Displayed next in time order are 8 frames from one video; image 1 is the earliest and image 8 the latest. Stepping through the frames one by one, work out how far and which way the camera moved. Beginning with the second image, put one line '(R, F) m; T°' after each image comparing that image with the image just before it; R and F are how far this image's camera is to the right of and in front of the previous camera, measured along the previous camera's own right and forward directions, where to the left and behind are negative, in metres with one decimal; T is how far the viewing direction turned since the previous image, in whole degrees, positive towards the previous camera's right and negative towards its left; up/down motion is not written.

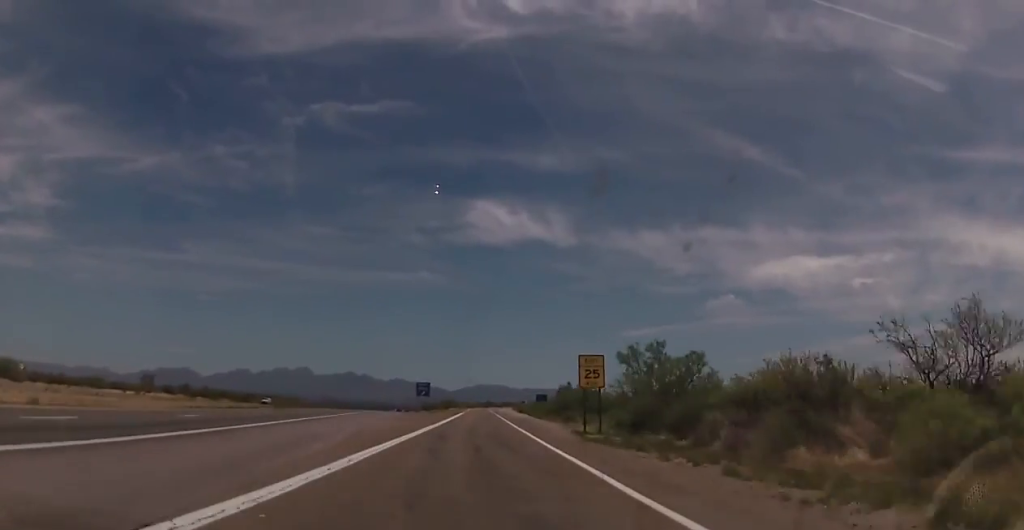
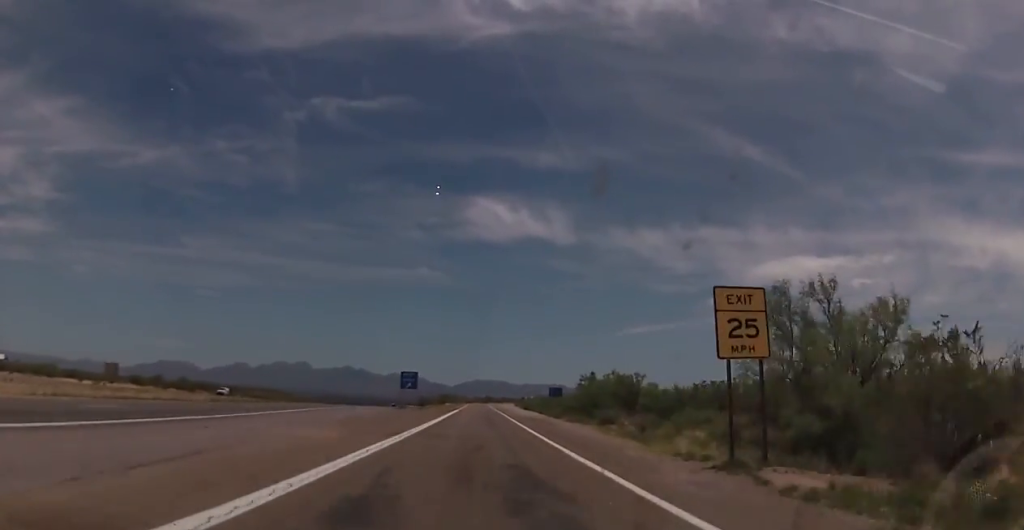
(-0.2, +18.6) m; 0°
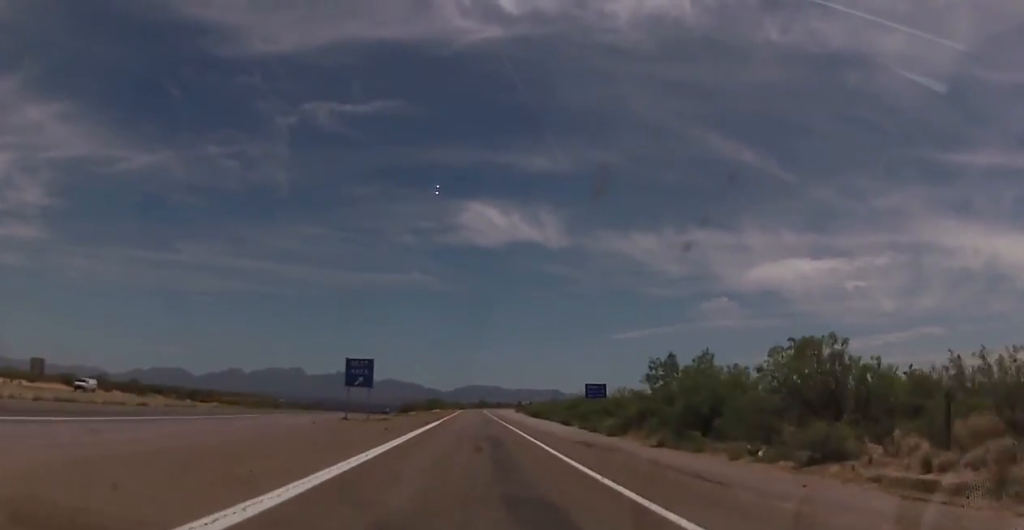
(+0.3, +29.9) m; 0°
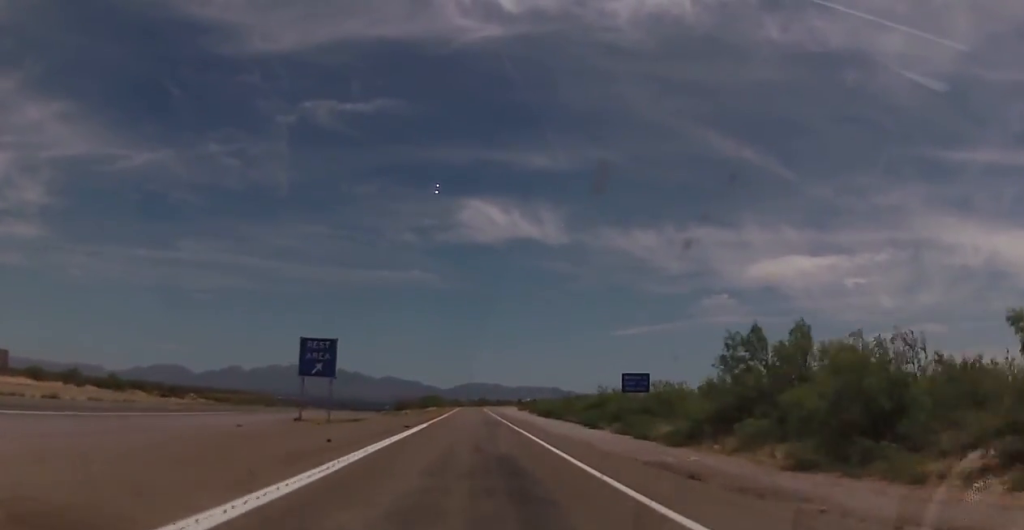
(-0.1, +12.5) m; 0°
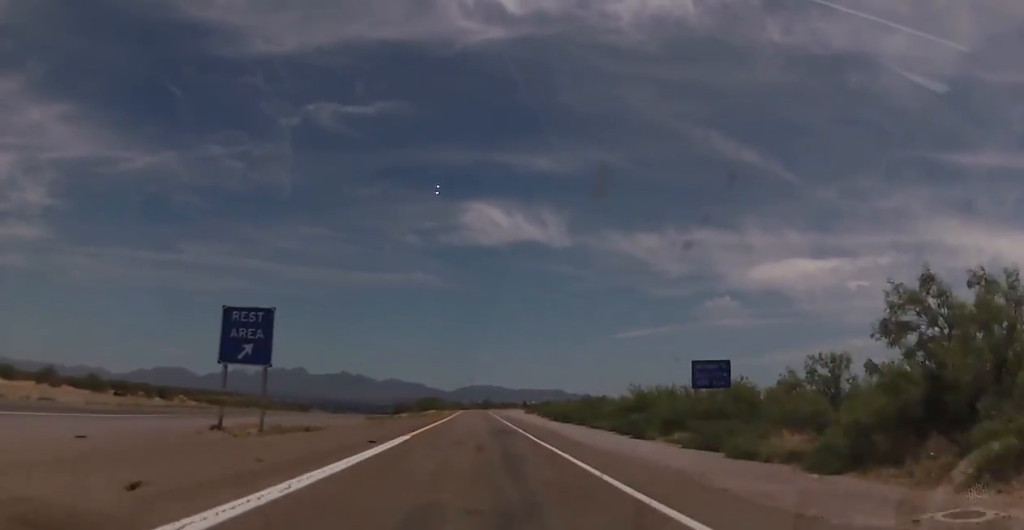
(-0.3, +11.6) m; 0°
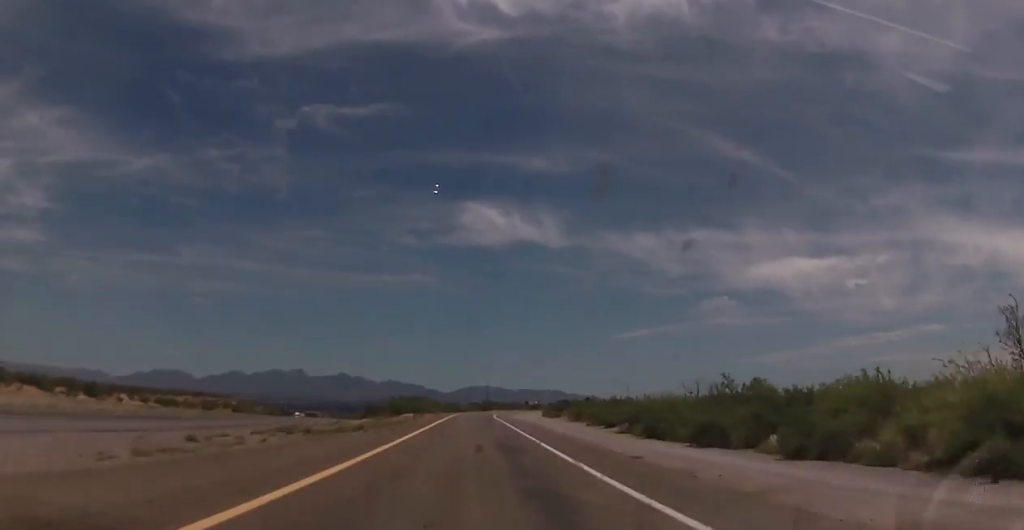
(+1.0, +39.3) m; 0°
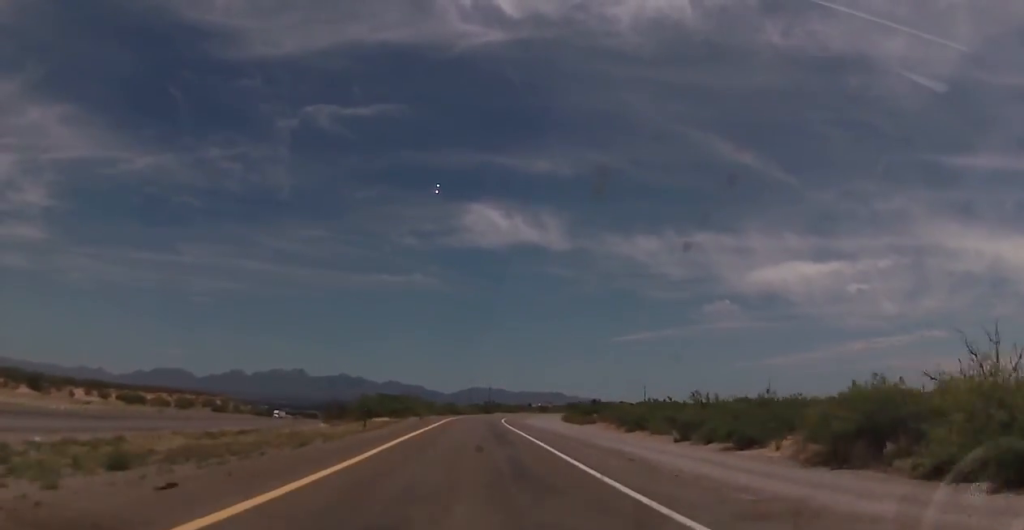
(-0.5, +23.8) m; 0°
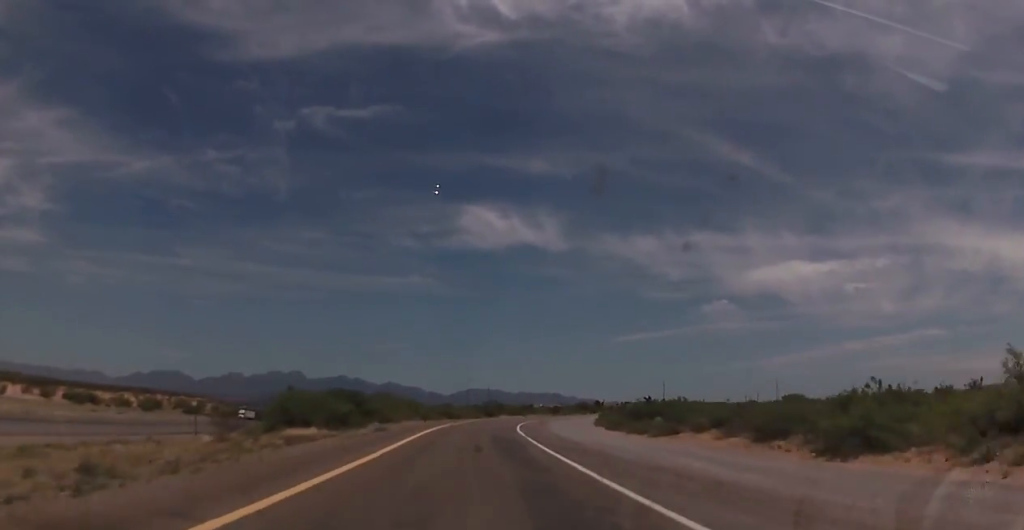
(+0.4, +25.8) m; 0°
